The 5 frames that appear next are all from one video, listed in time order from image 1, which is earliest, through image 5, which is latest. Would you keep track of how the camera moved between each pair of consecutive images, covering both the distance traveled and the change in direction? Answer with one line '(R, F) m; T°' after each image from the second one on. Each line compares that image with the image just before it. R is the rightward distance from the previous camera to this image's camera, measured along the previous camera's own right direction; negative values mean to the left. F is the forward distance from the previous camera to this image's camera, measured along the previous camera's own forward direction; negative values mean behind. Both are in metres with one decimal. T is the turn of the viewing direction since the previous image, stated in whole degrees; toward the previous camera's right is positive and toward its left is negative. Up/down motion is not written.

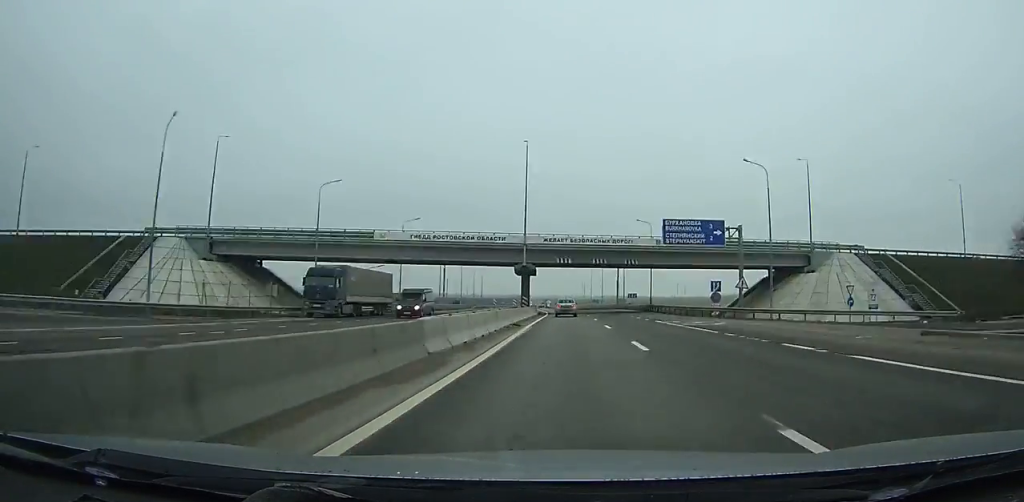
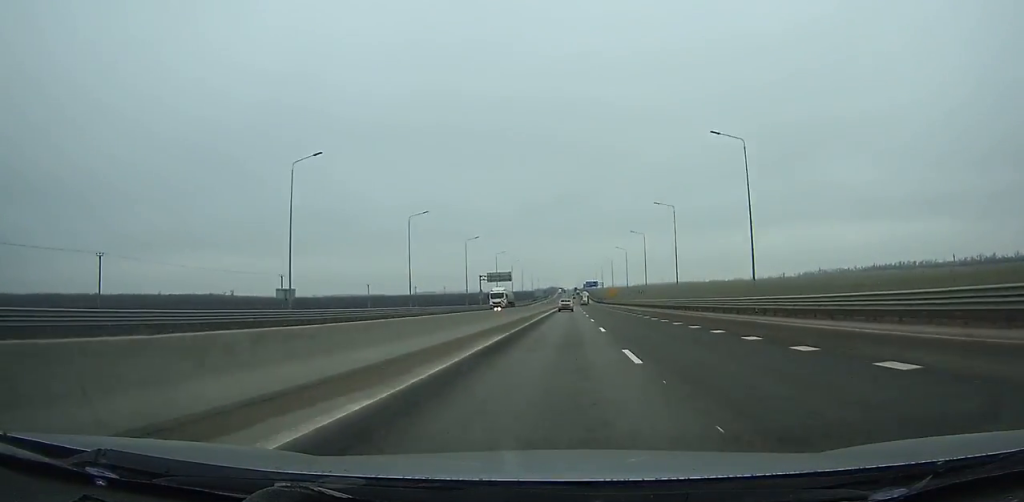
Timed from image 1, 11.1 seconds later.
(-13.0, +366.7) m; -2°
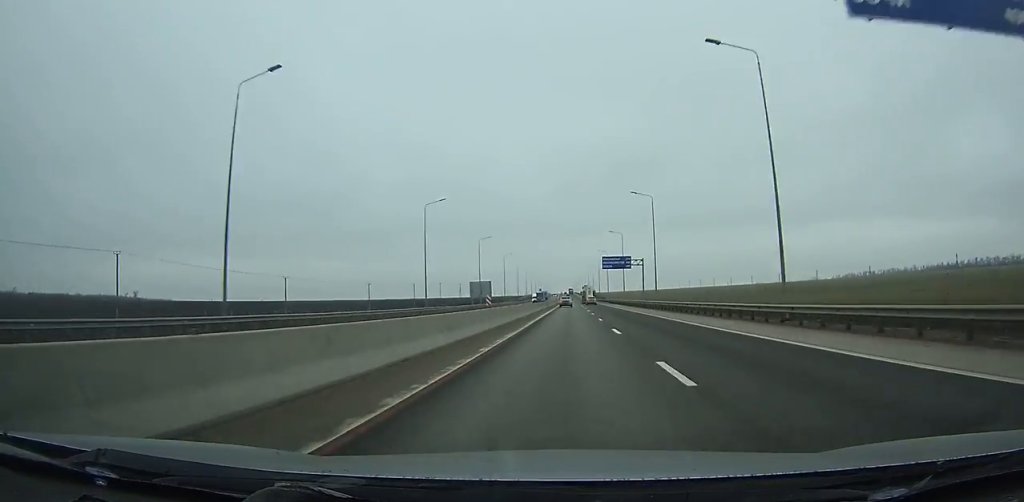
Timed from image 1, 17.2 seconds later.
(+0.4, +208.9) m; 0°
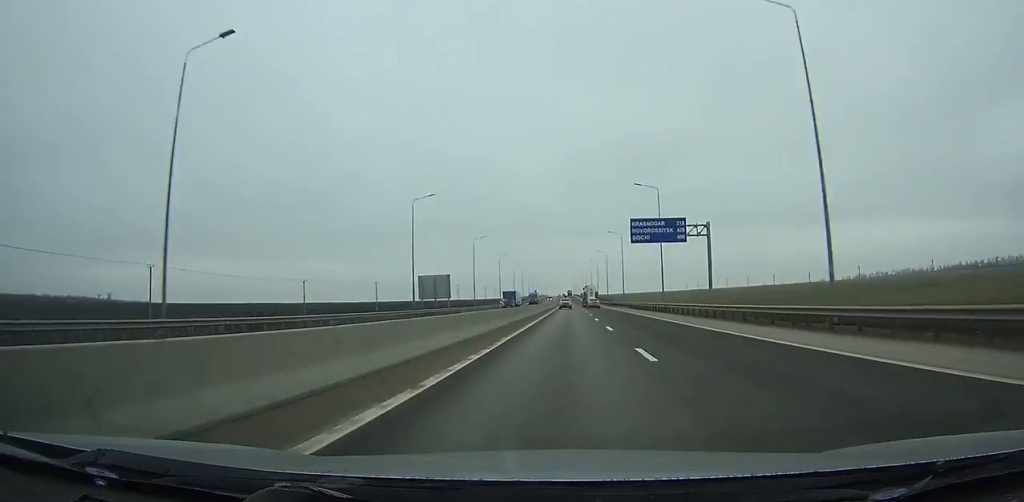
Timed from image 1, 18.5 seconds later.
(+0.3, +44.9) m; 0°
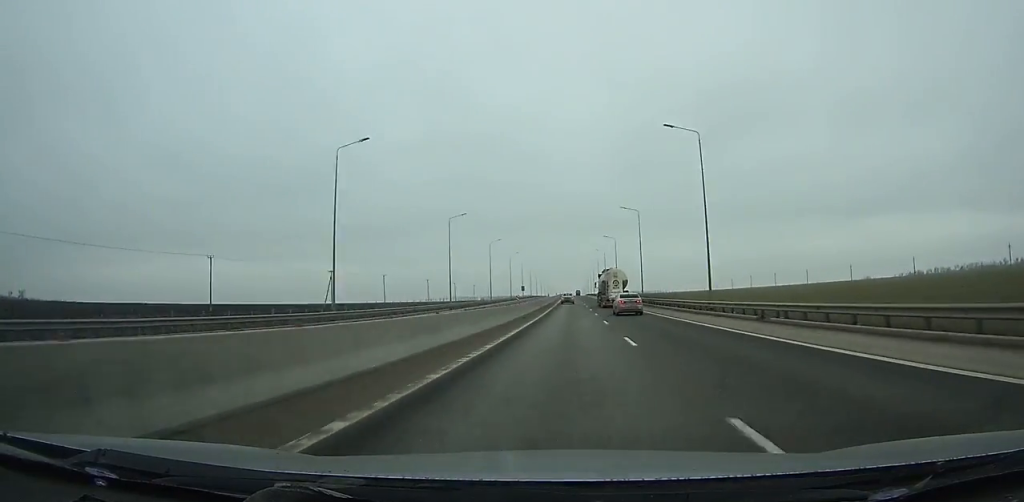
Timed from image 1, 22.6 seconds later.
(-0.7, +141.6) m; 0°
